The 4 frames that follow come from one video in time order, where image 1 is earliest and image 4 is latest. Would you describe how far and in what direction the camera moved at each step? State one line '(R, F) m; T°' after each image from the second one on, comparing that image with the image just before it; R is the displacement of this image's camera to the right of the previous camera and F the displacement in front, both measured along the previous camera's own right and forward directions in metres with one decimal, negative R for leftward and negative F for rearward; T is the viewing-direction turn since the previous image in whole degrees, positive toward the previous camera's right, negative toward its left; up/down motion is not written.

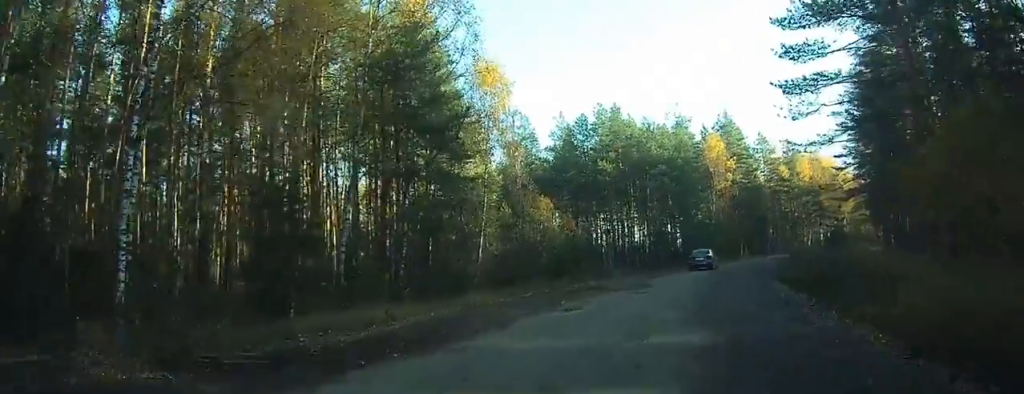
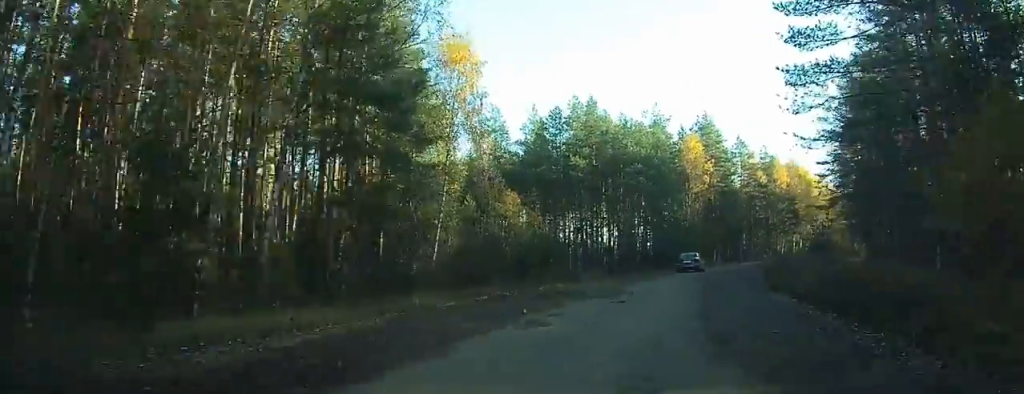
(0.0, +4.5) m; +1°
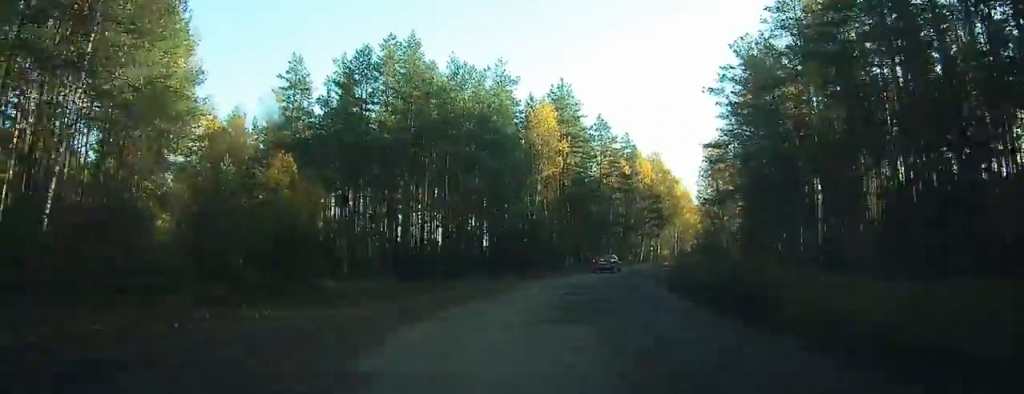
(+0.4, +14.0) m; +1°
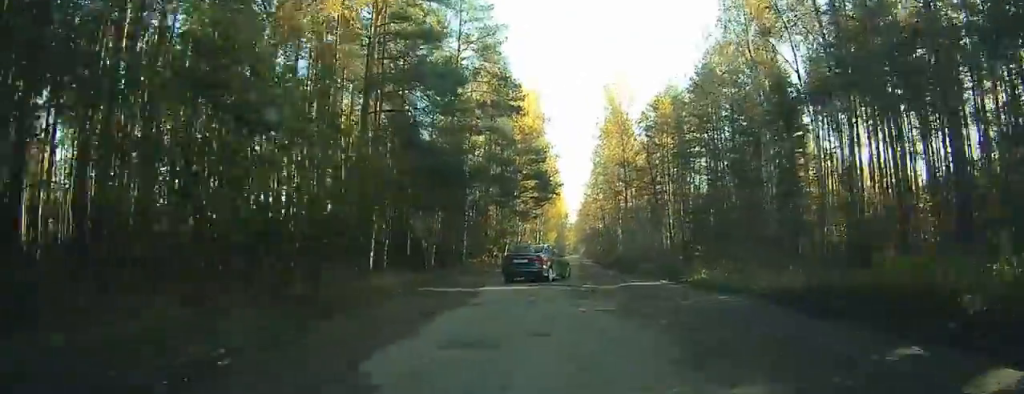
(+5.6, +35.2) m; +20°
